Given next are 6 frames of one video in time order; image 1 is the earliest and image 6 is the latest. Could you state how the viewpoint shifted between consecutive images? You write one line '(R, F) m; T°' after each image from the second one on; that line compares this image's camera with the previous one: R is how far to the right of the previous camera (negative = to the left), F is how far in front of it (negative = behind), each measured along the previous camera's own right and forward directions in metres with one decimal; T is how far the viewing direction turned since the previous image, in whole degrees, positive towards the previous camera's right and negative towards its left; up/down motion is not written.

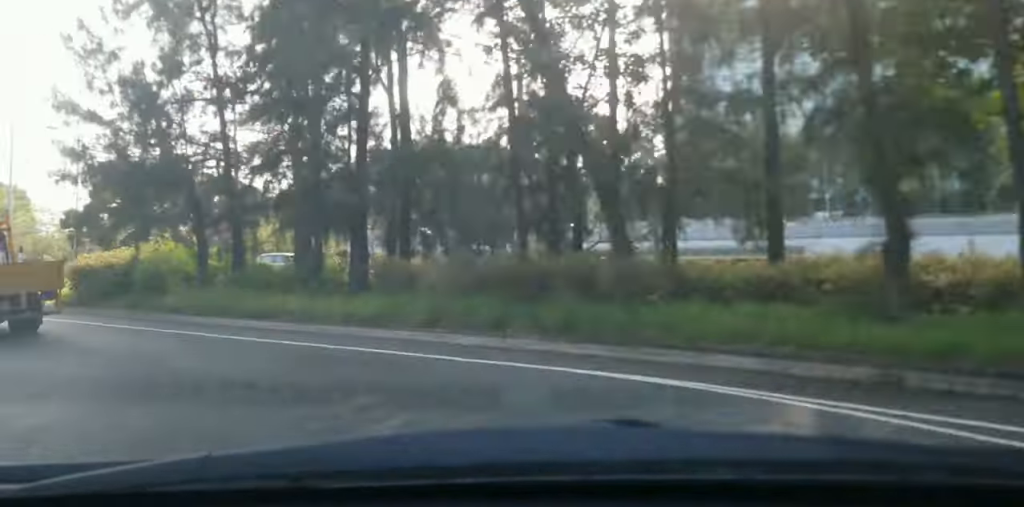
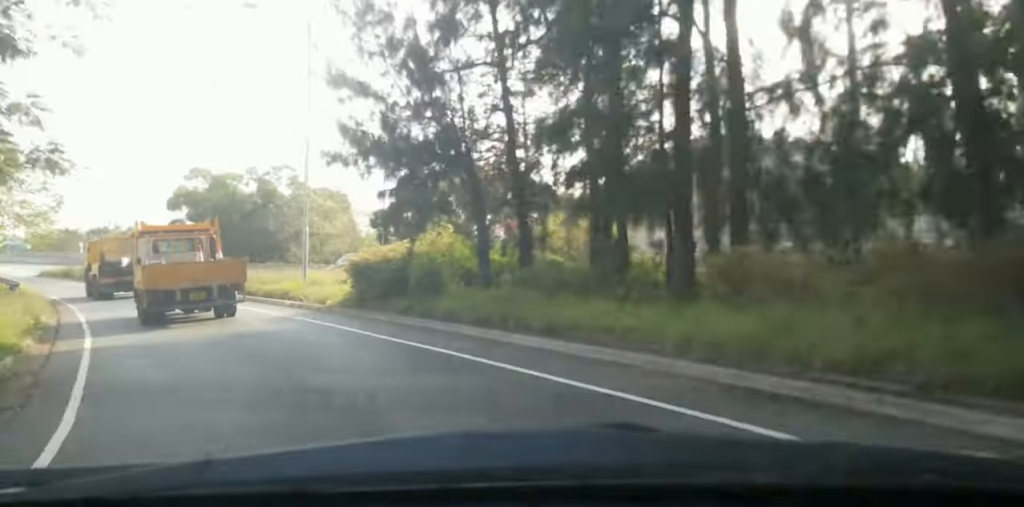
(-0.9, +5.5) m; -20°
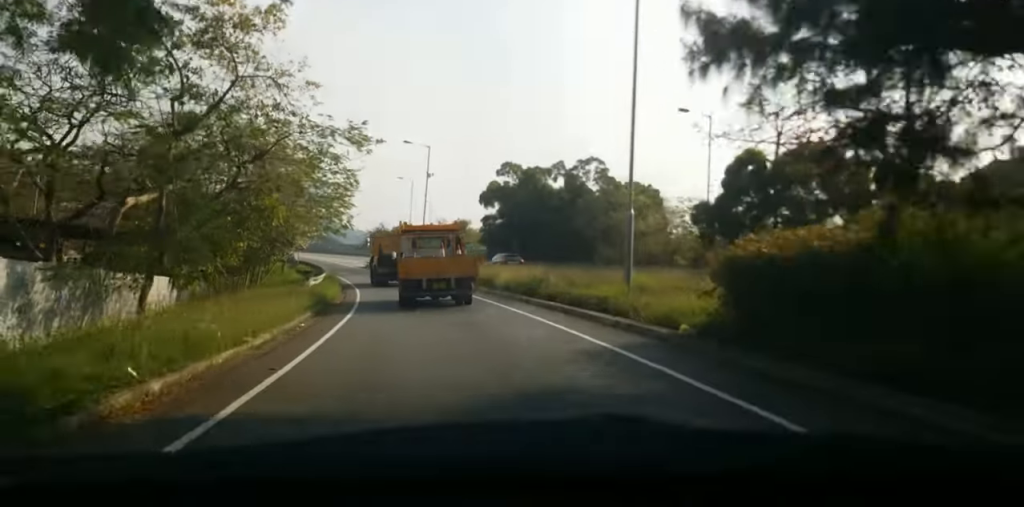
(-2.9, +9.5) m; -25°
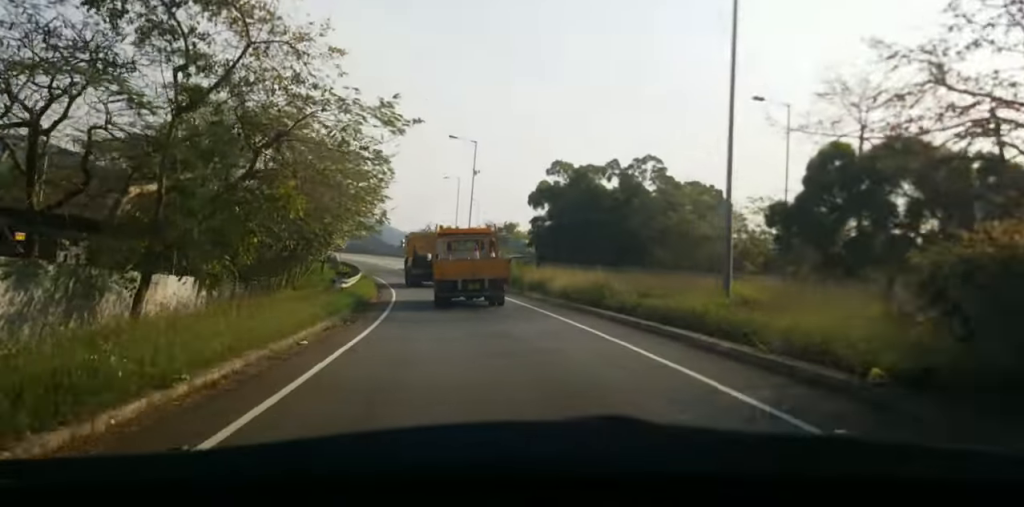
(-0.4, +4.1) m; -5°
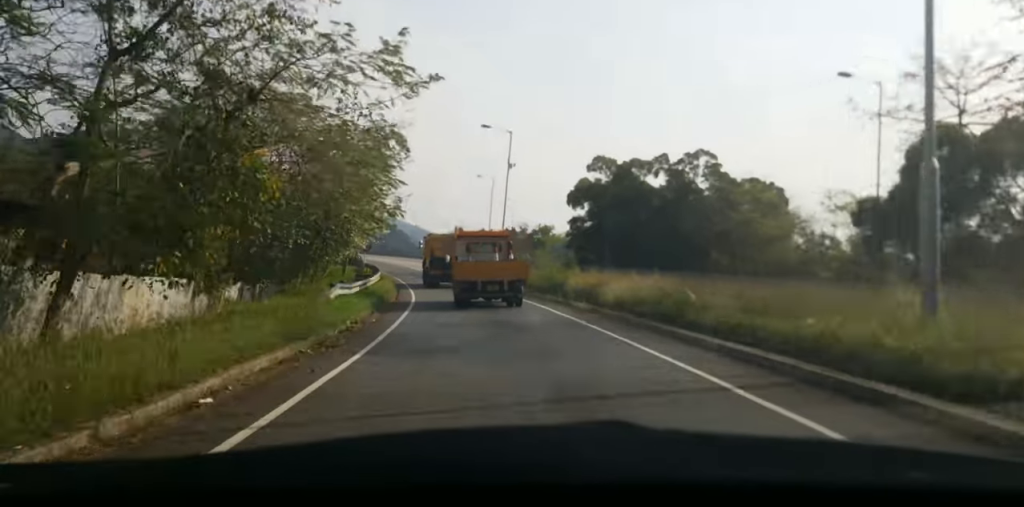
(-0.1, +6.4) m; -2°
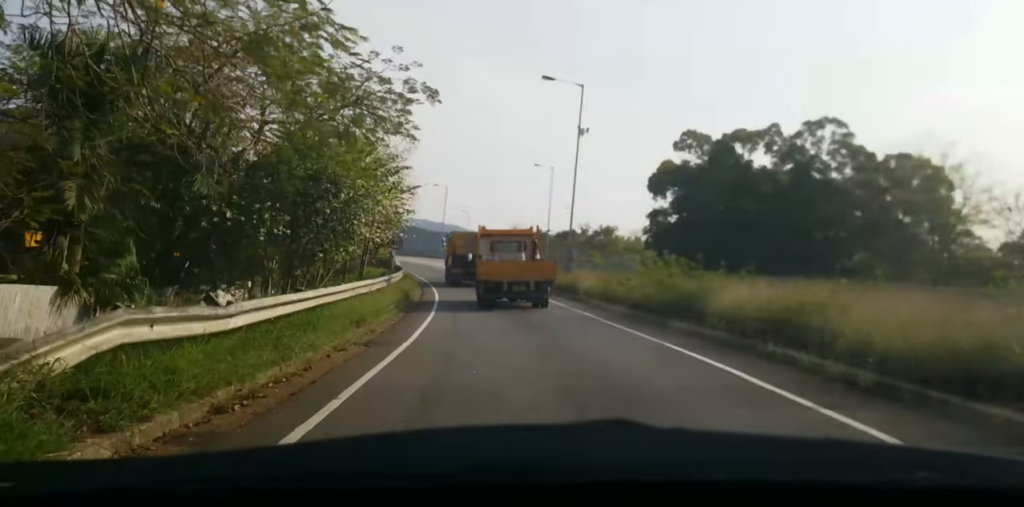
(-0.6, +15.2) m; -4°
